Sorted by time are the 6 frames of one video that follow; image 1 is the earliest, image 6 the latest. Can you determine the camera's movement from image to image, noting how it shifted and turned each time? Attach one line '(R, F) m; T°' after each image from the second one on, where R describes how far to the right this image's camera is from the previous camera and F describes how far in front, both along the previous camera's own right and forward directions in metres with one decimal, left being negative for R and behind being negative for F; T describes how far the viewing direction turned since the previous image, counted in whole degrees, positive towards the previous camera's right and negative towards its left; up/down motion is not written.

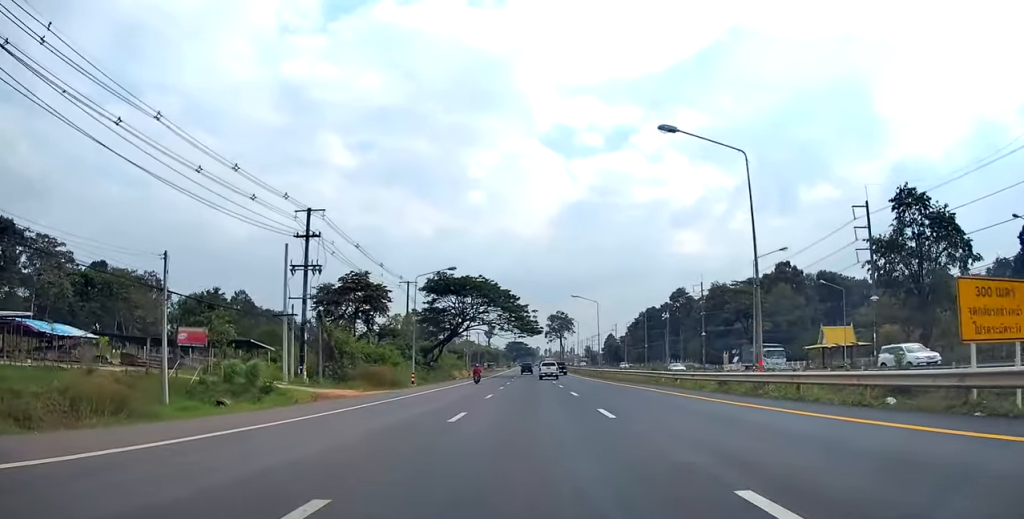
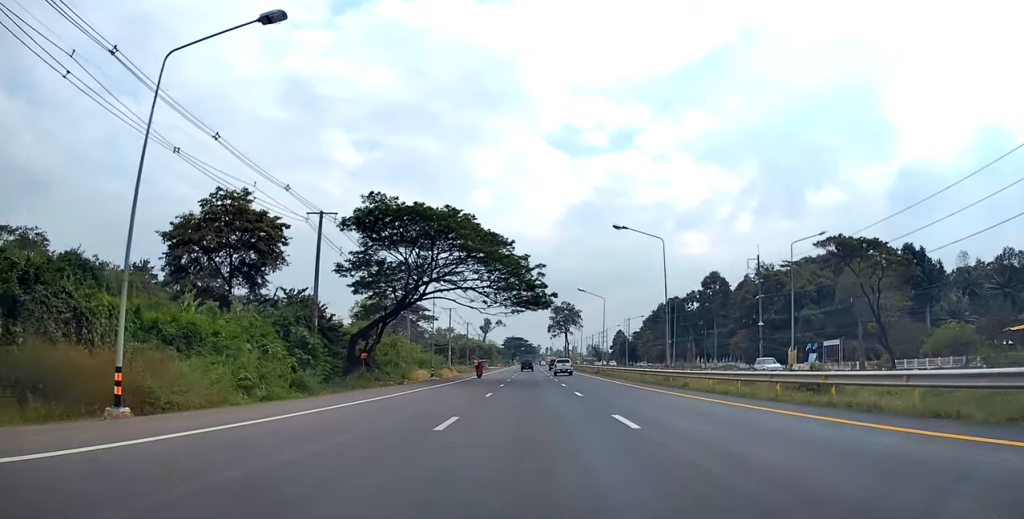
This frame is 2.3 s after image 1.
(0.0, +37.7) m; 0°
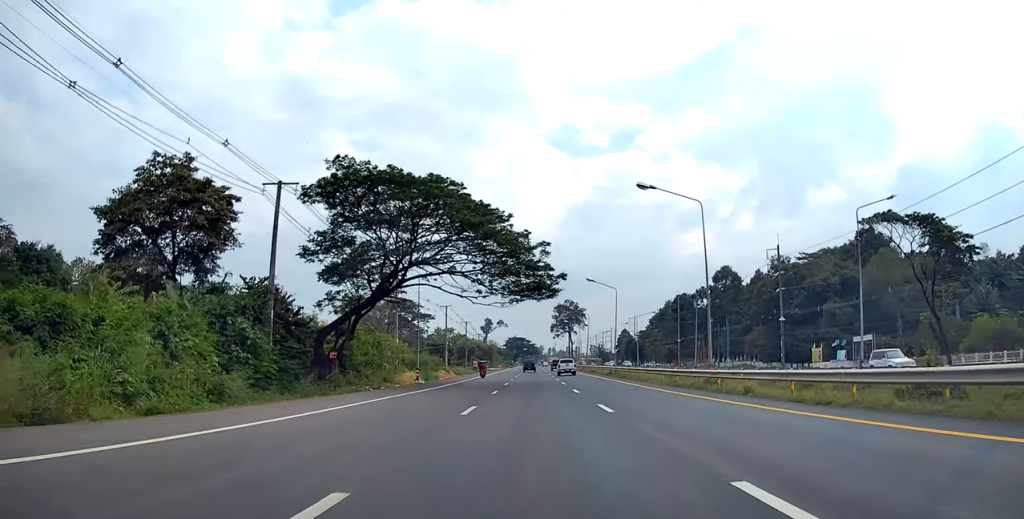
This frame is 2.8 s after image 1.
(0.0, +8.7) m; 0°
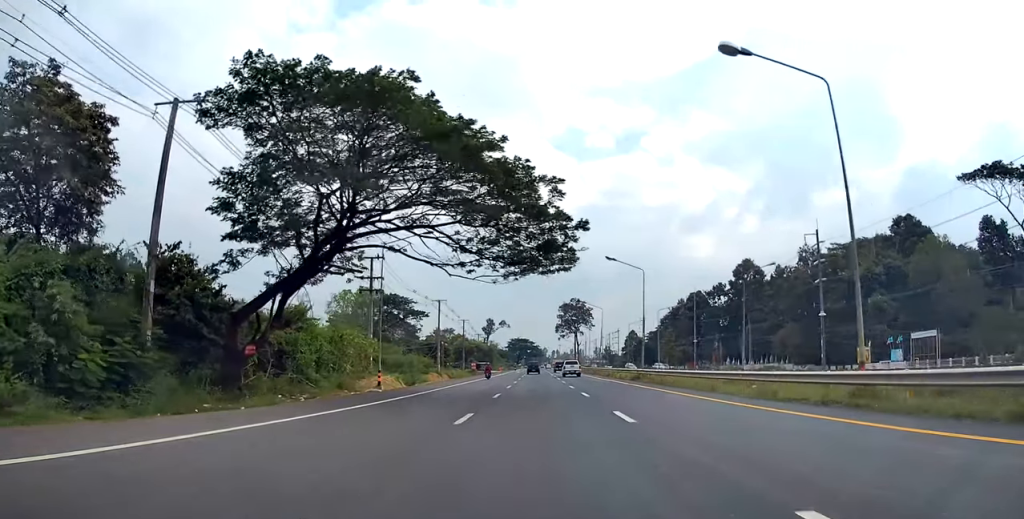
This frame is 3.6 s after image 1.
(0.0, +14.5) m; 0°
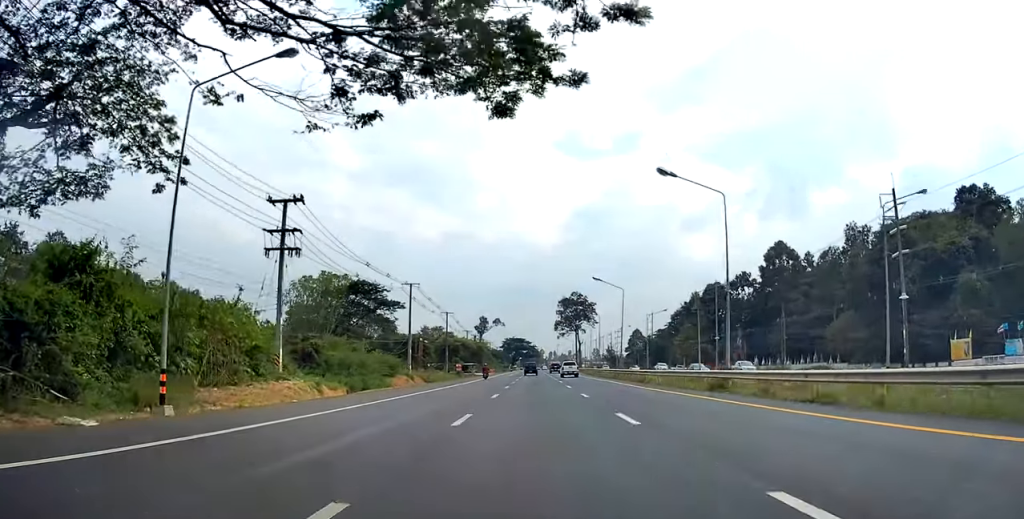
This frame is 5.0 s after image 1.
(0.0, +22.7) m; 0°
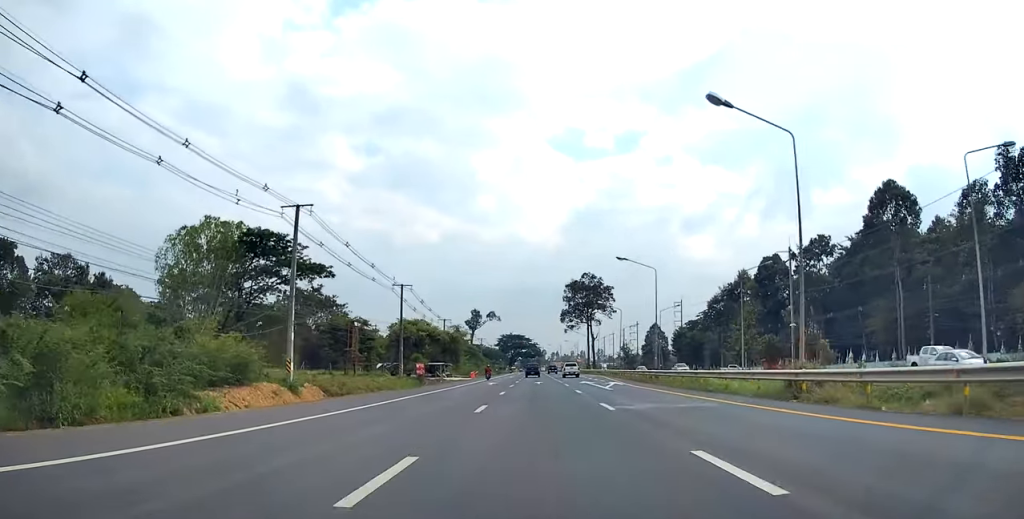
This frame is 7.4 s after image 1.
(0.0, +43.7) m; 0°
